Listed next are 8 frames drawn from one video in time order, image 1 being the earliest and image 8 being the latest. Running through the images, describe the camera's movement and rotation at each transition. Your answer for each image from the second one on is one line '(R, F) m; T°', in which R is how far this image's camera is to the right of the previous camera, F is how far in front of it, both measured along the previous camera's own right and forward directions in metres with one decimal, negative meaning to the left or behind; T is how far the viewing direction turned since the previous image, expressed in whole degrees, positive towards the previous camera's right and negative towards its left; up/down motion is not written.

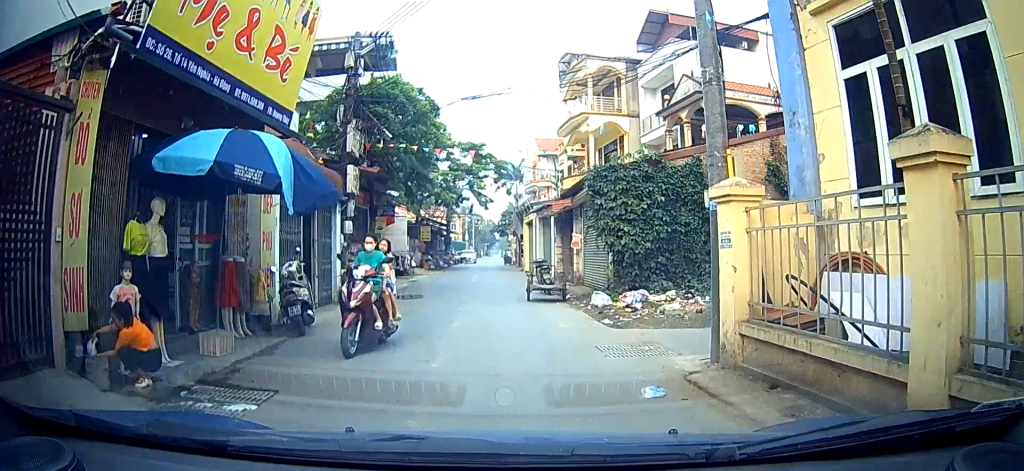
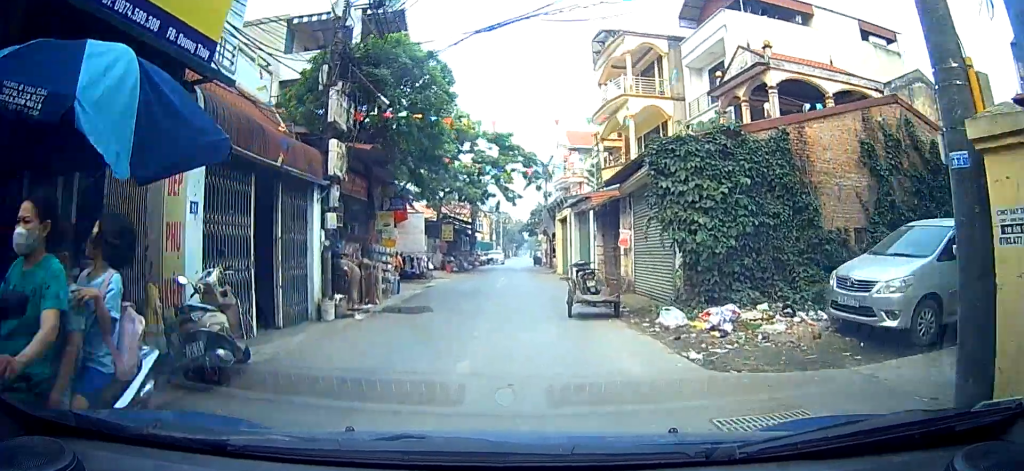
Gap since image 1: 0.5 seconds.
(0.0, +2.8) m; +1°
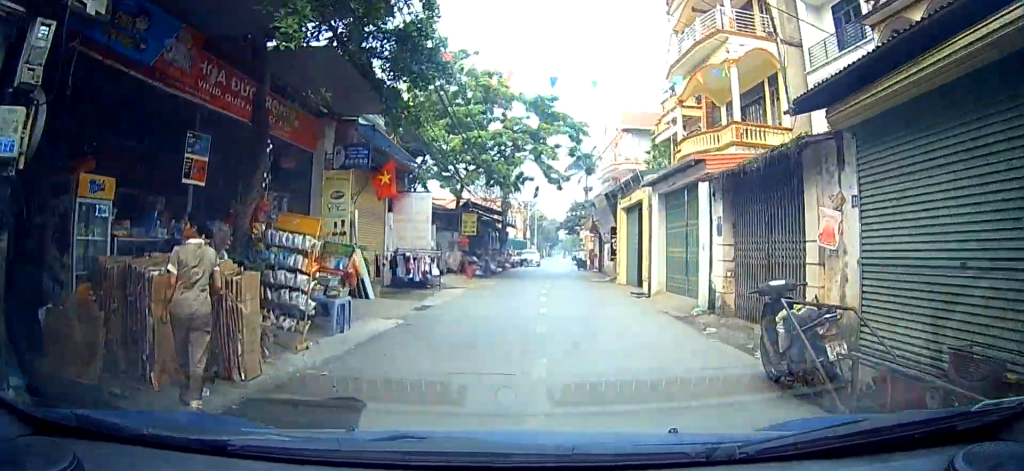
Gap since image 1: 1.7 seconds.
(+0.2, +7.1) m; +8°
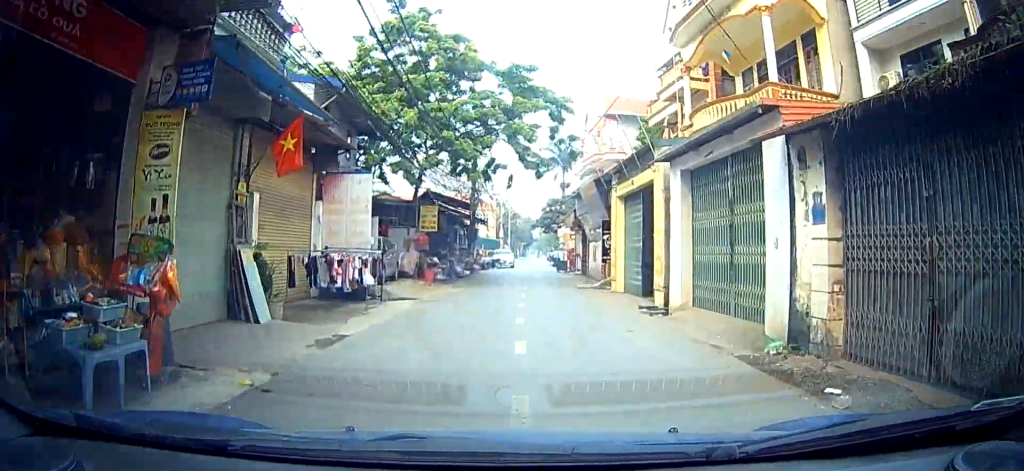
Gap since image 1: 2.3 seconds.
(-0.1, +3.9) m; +6°
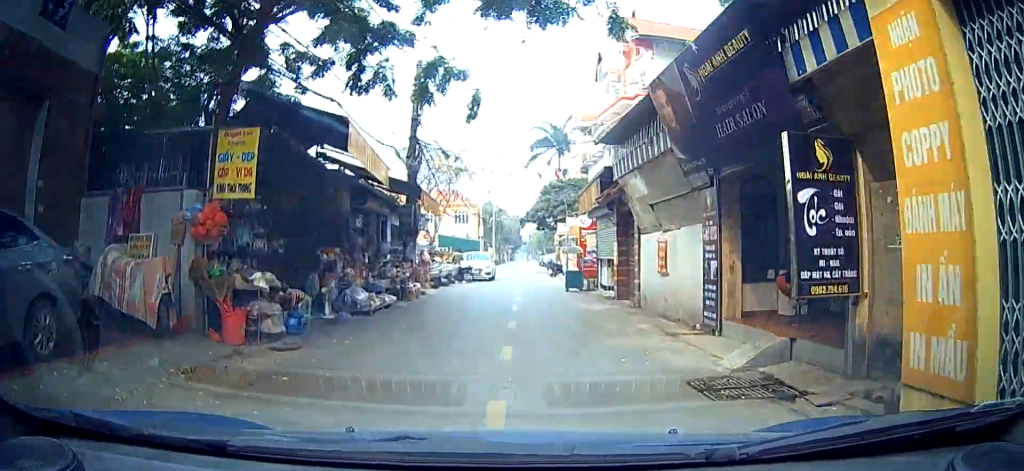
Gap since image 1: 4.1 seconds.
(+0.9, +13.1) m; -2°
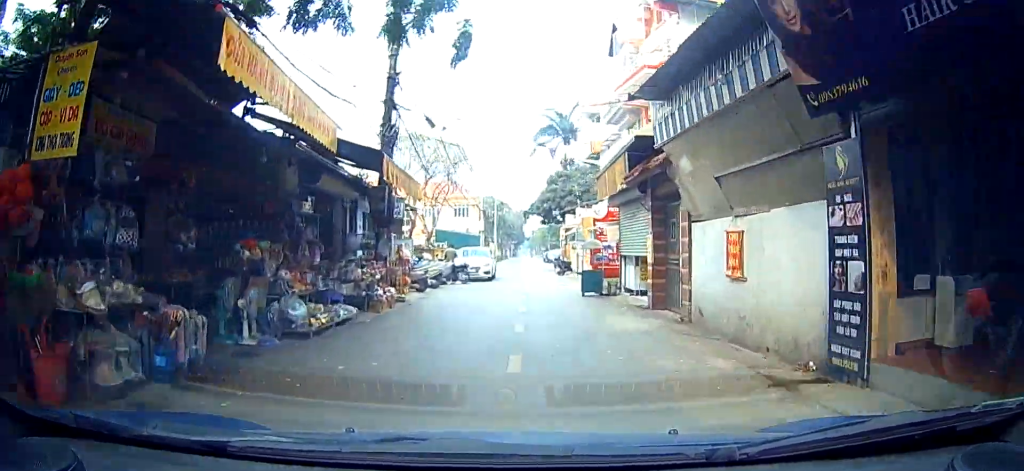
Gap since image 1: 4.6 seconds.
(-0.1, +3.2) m; -6°
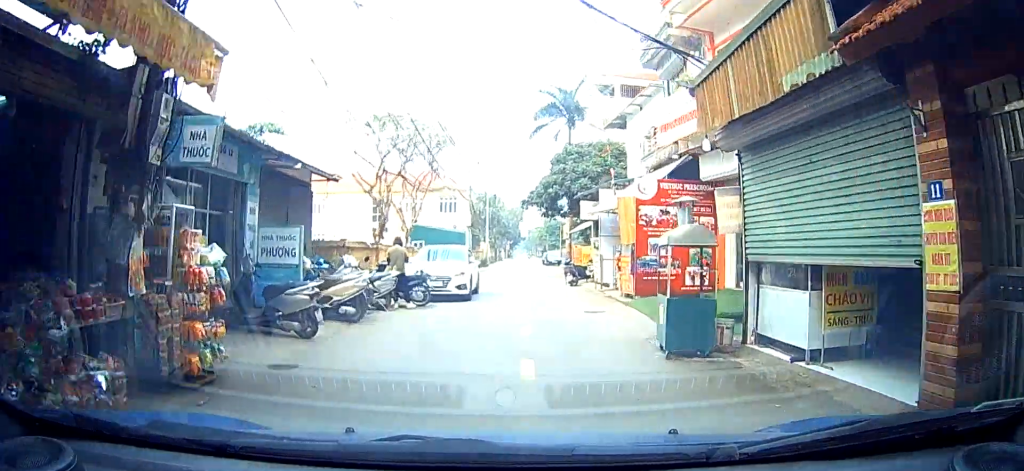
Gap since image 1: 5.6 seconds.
(-1.1, +7.9) m; -12°
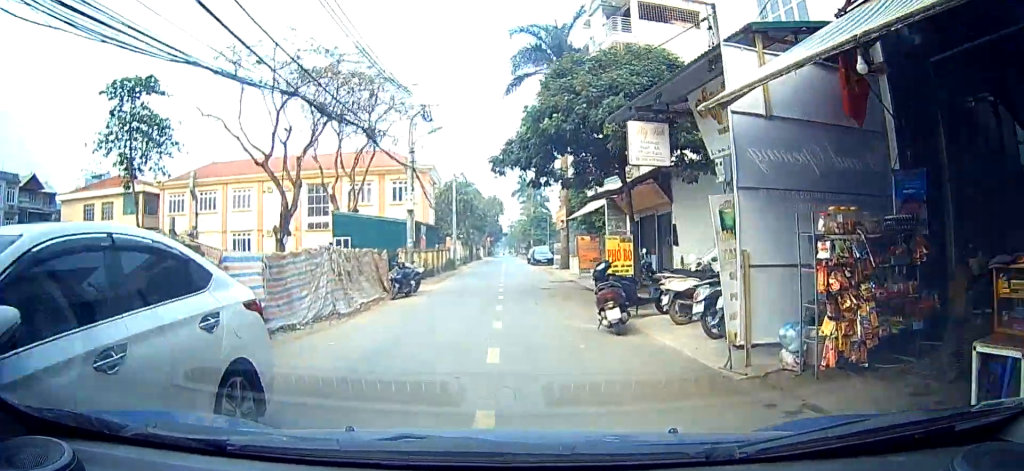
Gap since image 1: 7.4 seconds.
(+0.8, +14.4) m; +13°
